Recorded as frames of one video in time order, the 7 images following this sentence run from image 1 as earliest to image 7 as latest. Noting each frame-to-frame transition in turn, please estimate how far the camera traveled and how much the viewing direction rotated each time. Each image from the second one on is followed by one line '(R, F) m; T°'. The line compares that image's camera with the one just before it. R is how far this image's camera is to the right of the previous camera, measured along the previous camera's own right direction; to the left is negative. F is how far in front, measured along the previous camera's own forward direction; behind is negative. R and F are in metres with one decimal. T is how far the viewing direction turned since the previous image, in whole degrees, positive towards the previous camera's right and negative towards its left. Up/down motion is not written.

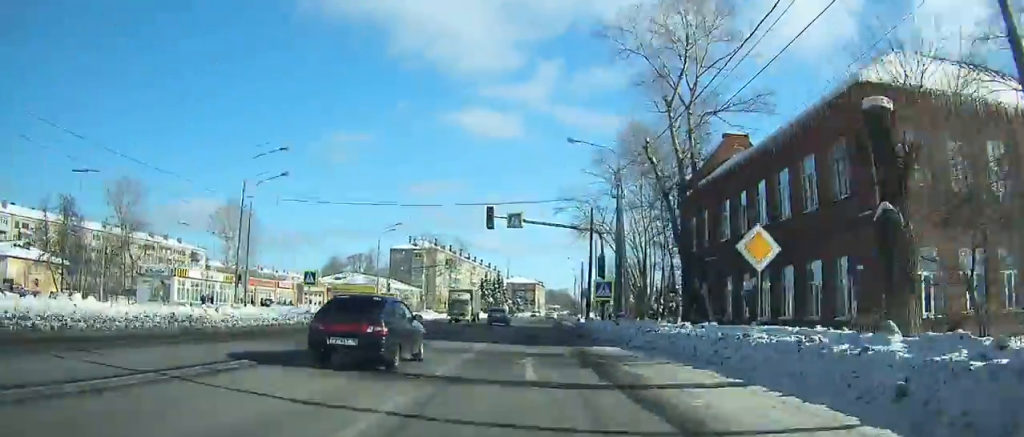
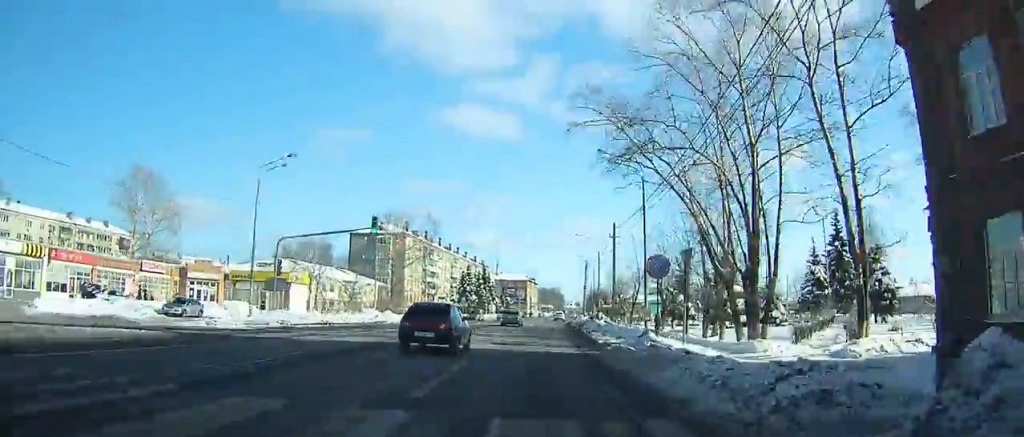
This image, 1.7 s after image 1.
(+0.6, +32.2) m; +1°
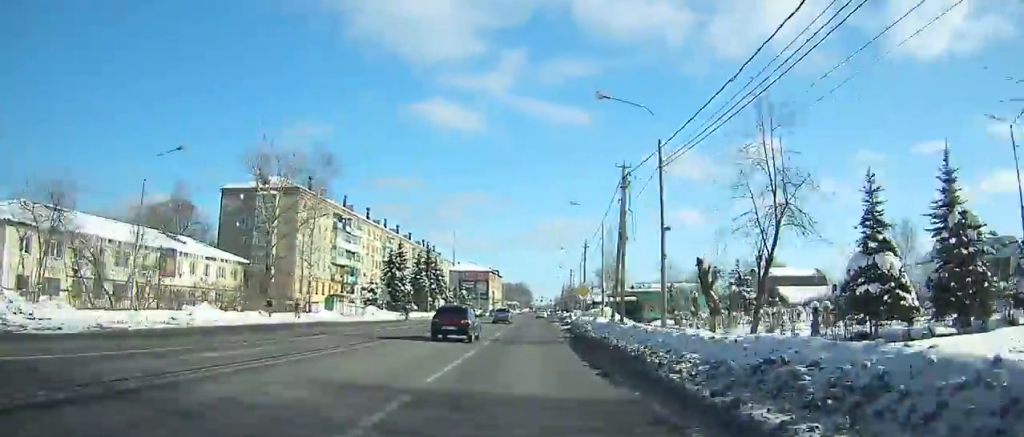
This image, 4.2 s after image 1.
(-0.4, +47.6) m; +1°
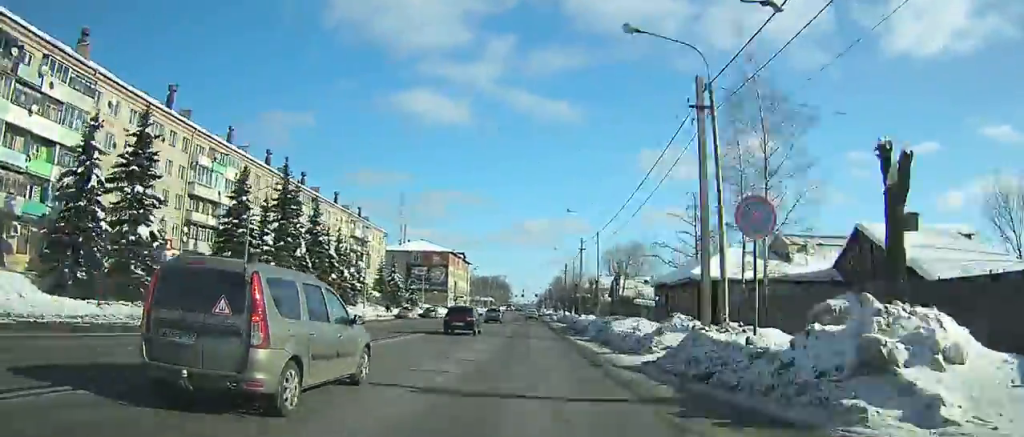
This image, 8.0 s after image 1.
(+2.3, +69.8) m; +3°
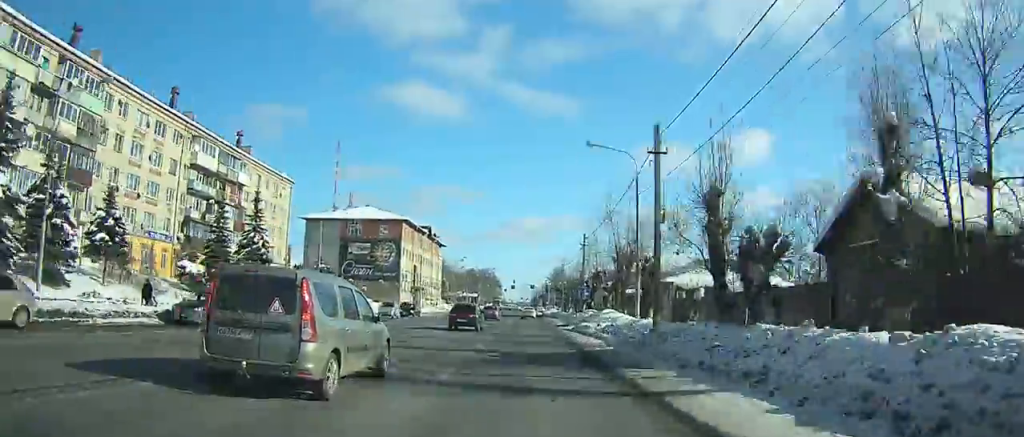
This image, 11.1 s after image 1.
(+0.6, +52.0) m; +1°
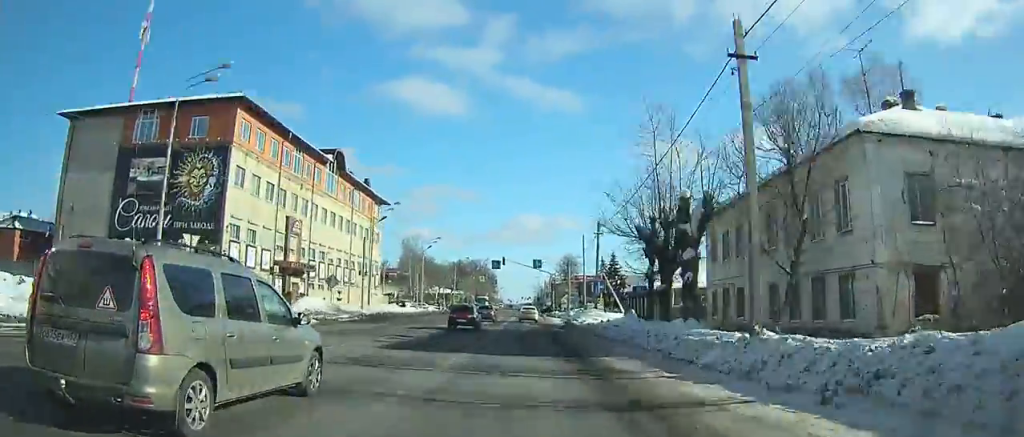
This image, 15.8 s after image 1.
(-0.1, +64.4) m; 0°
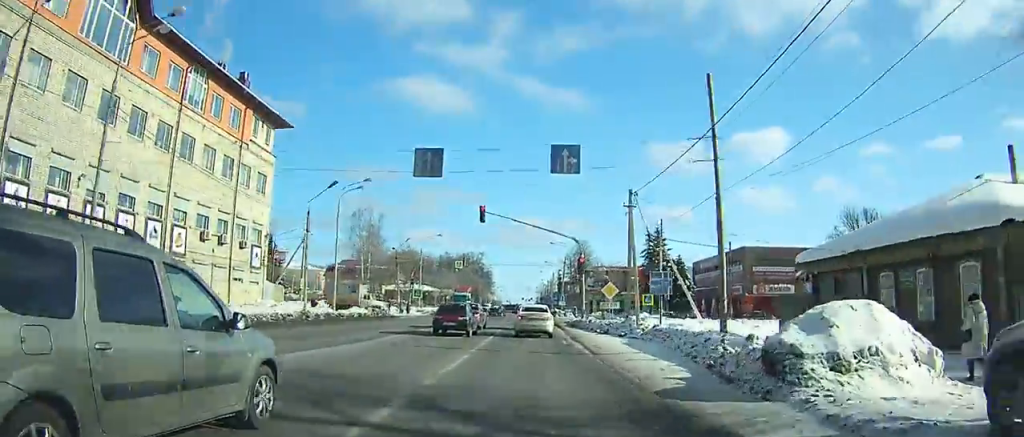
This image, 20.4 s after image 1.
(-0.2, +39.1) m; -1°
